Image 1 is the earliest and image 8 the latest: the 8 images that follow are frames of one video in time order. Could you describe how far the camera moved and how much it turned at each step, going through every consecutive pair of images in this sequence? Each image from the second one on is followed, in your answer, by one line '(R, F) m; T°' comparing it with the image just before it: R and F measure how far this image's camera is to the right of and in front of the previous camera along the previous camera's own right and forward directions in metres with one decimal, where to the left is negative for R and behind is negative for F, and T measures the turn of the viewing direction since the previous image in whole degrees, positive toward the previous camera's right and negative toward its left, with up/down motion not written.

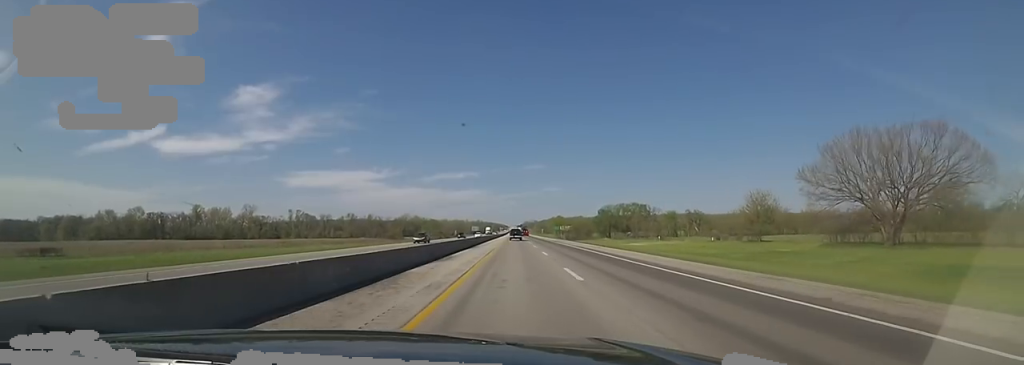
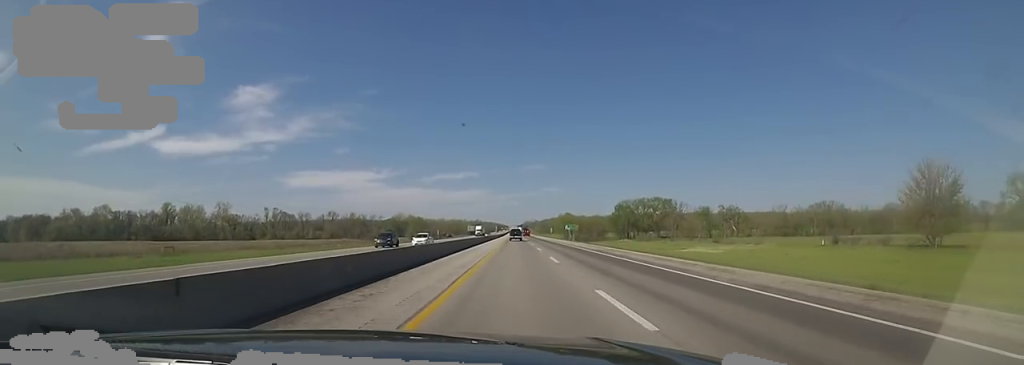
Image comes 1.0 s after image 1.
(+0.3, +37.3) m; -1°
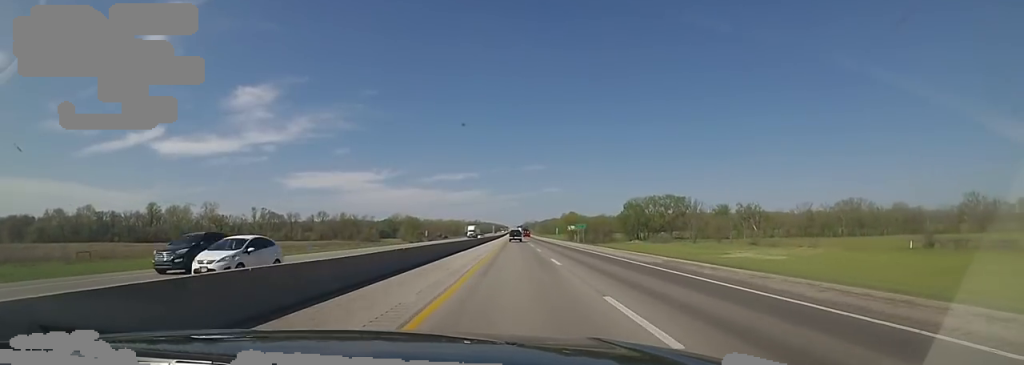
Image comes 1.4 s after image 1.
(0.0, +16.2) m; 0°
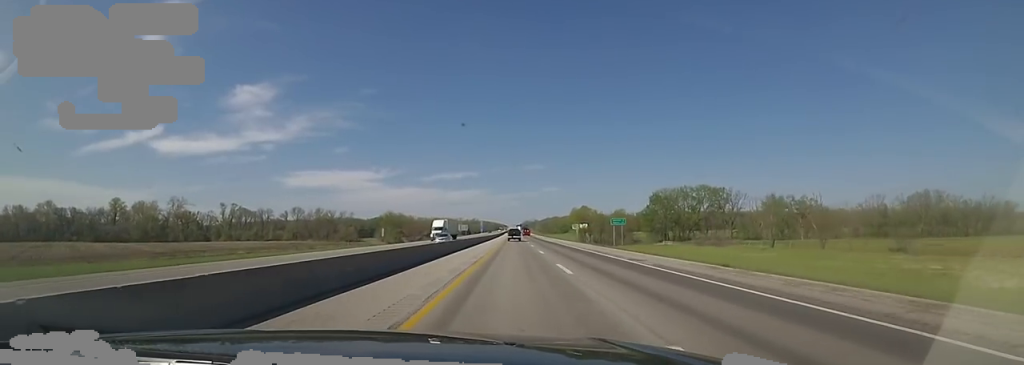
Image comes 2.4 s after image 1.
(-1.4, +34.9) m; 0°
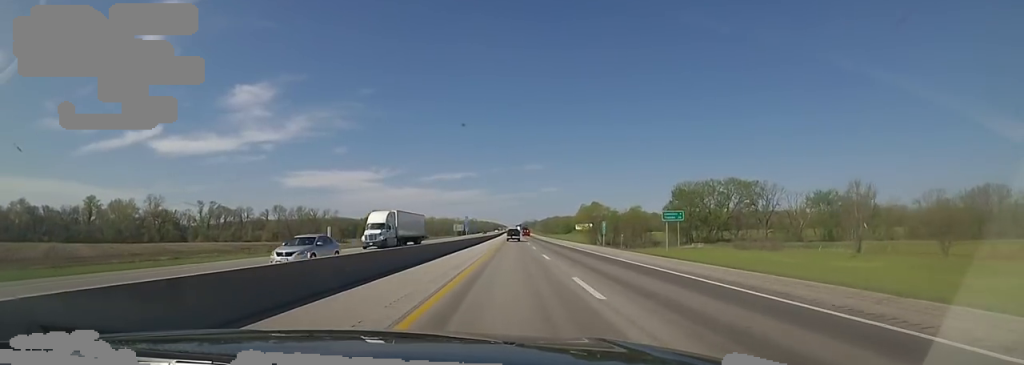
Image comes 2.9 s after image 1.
(+1.0, +21.2) m; +1°
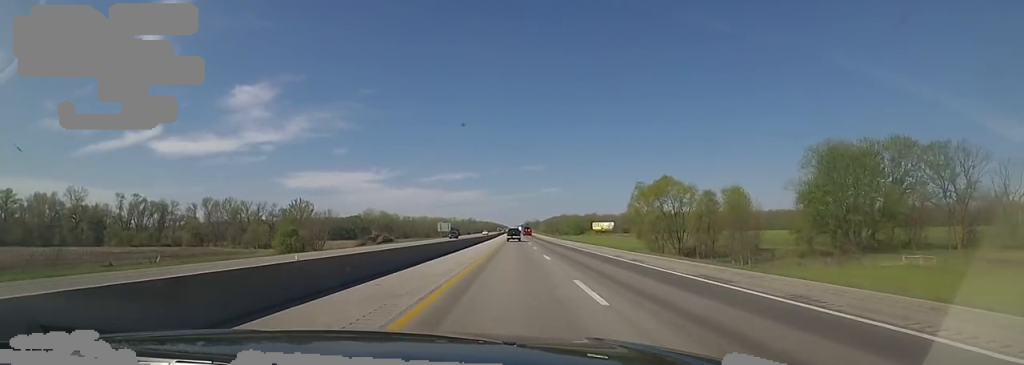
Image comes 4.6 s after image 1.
(+0.4, +61.2) m; +1°
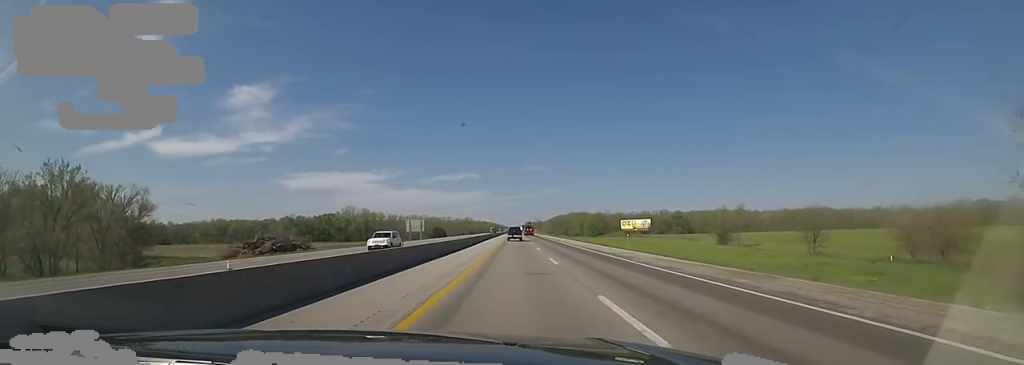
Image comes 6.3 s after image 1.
(+0.8, +64.3) m; -1°
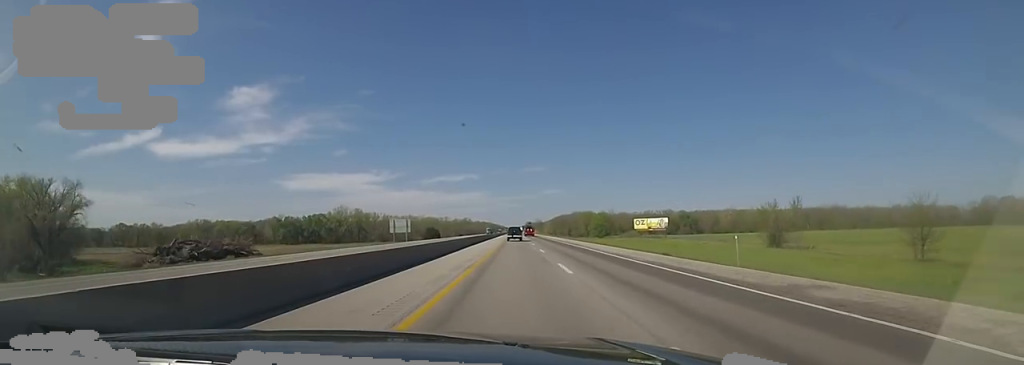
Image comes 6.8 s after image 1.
(-0.6, +20.3) m; -1°
